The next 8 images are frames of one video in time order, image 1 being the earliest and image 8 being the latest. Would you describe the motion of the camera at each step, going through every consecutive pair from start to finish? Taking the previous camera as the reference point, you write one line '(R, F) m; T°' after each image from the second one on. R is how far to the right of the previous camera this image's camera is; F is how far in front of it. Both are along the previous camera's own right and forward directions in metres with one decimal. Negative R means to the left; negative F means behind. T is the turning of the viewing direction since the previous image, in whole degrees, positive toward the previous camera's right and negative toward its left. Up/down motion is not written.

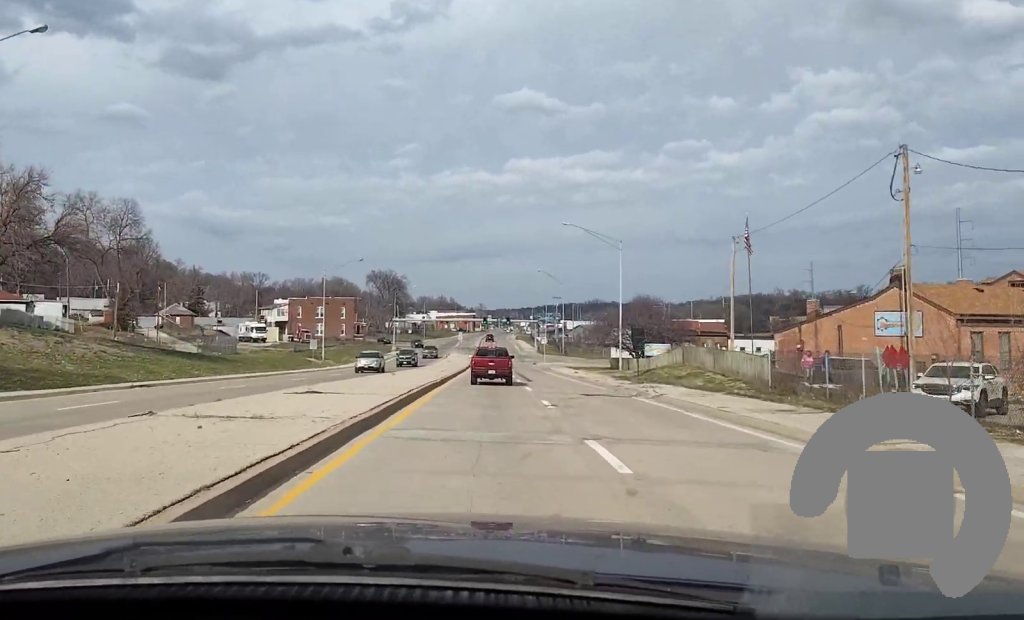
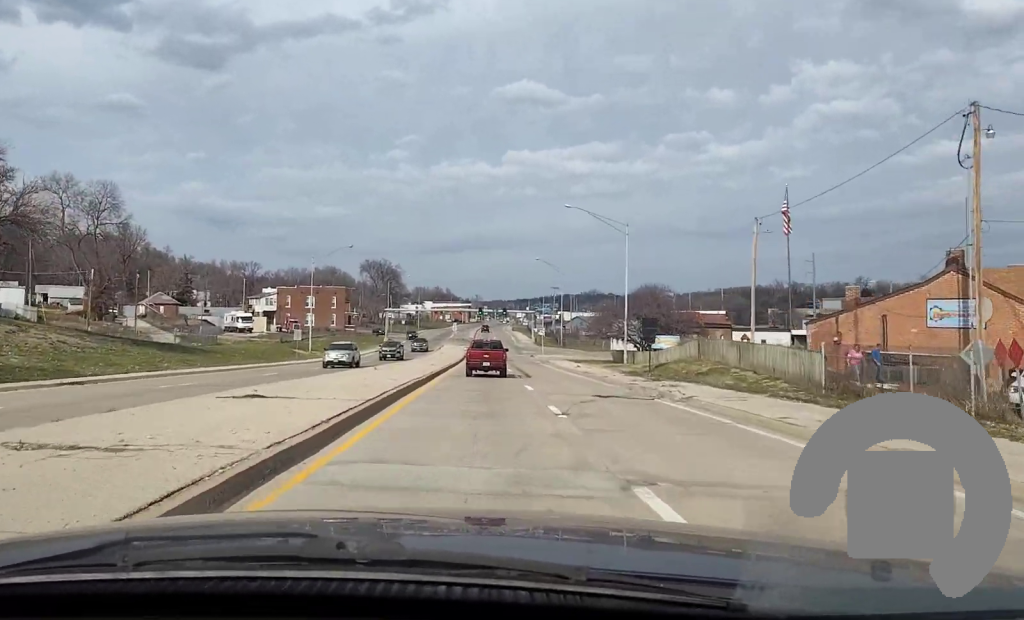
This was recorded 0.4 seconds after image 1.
(0.0, +5.4) m; 0°
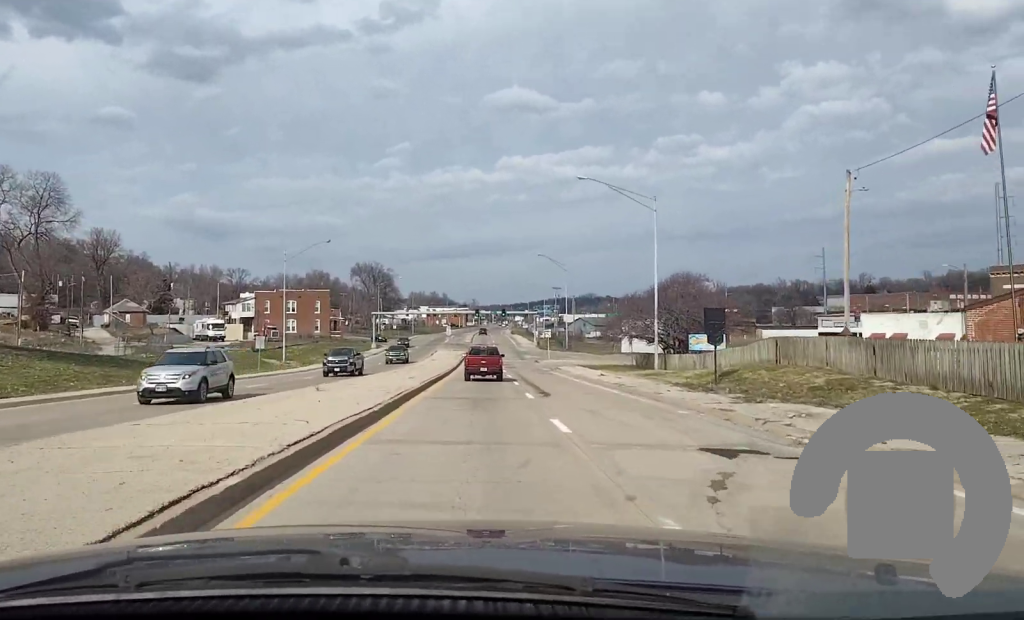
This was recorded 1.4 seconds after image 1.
(-0.1, +14.4) m; 0°
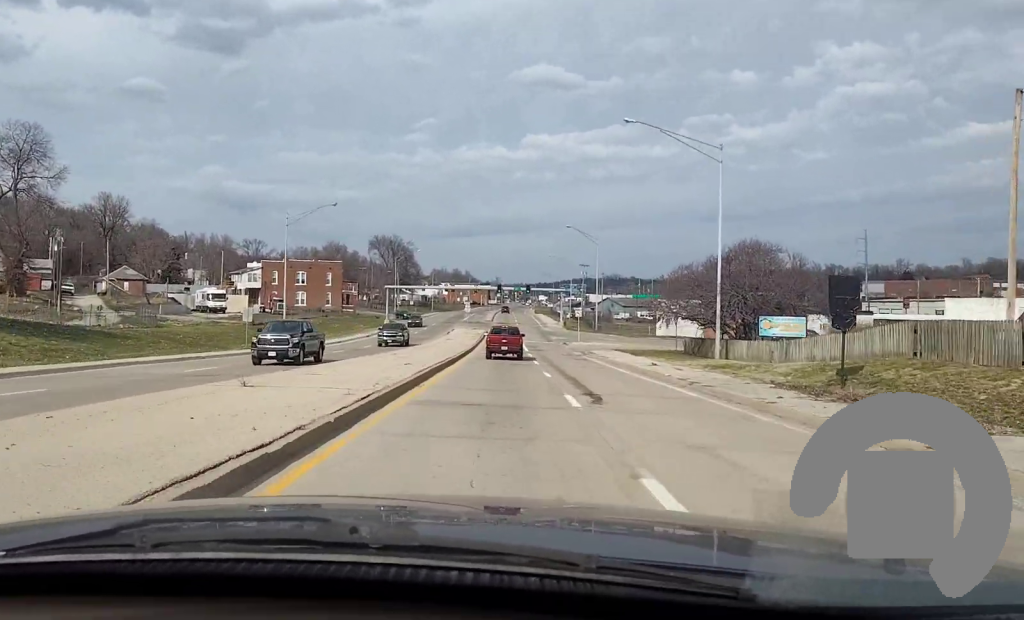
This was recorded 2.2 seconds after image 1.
(0.0, +10.4) m; 0°
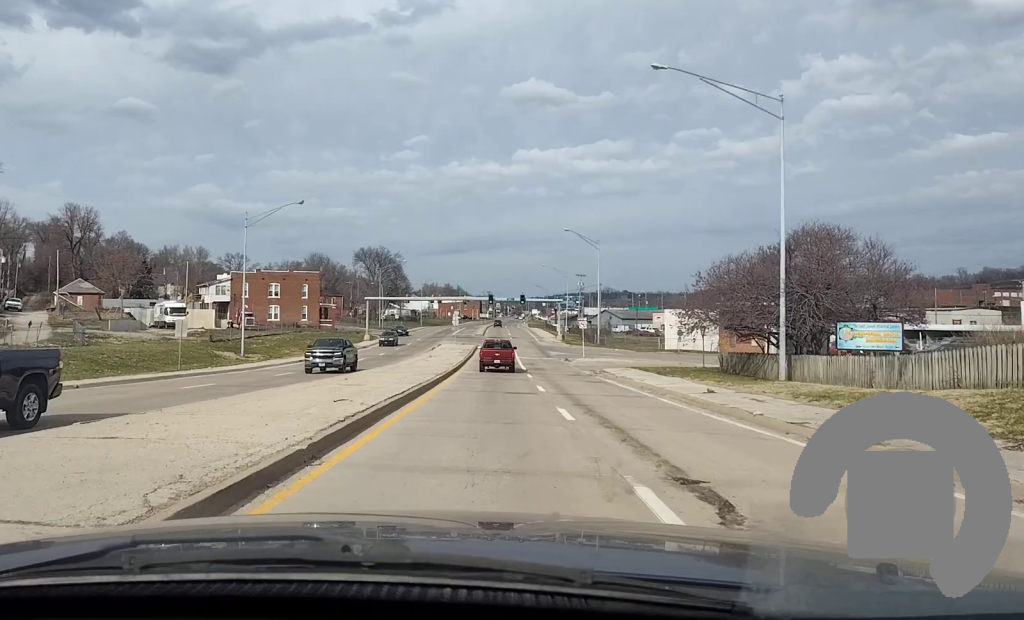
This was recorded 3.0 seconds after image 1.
(-0.1, +11.5) m; 0°
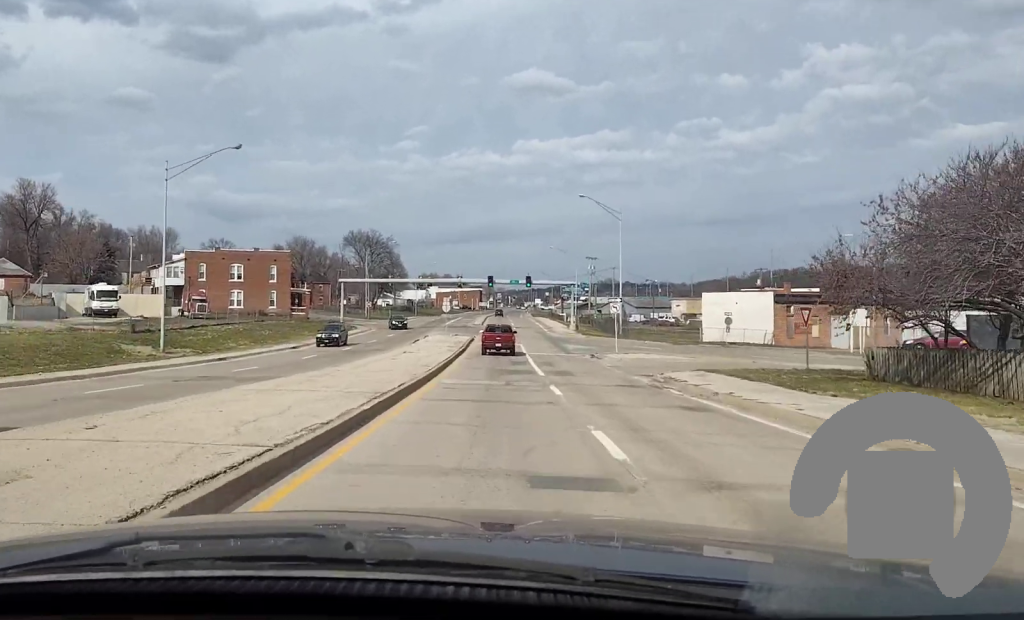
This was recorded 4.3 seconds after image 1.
(-0.1, +19.5) m; 0°
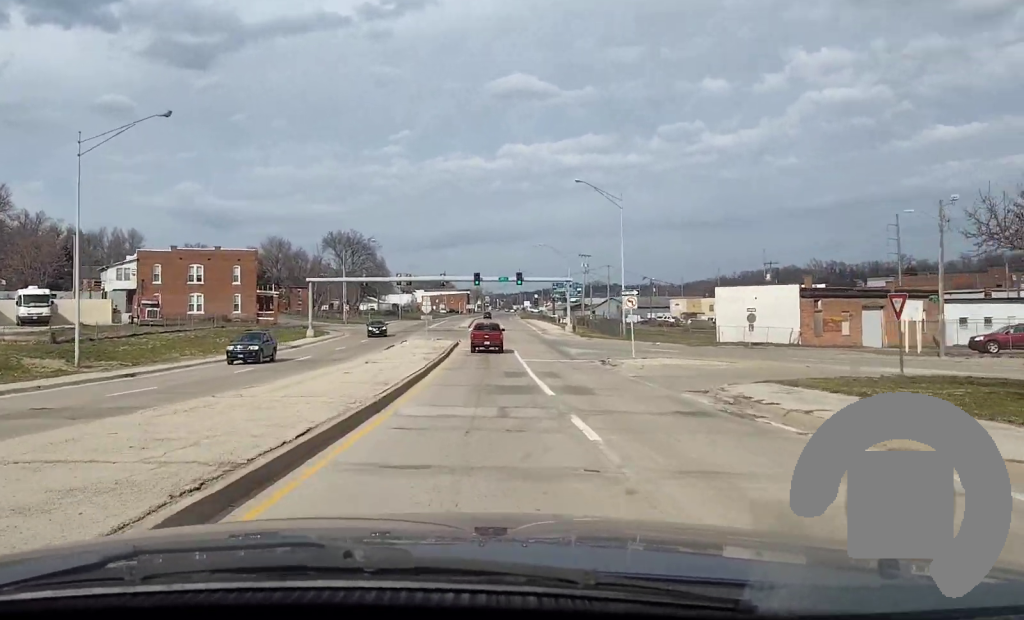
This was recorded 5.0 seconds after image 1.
(0.0, +10.5) m; 0°
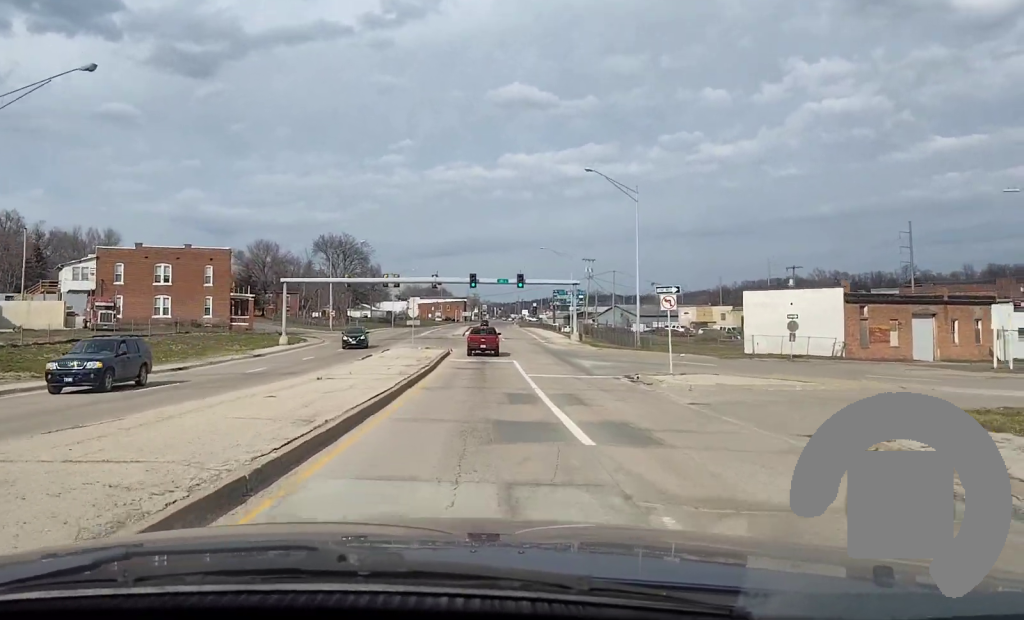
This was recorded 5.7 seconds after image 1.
(0.0, +9.7) m; 0°
